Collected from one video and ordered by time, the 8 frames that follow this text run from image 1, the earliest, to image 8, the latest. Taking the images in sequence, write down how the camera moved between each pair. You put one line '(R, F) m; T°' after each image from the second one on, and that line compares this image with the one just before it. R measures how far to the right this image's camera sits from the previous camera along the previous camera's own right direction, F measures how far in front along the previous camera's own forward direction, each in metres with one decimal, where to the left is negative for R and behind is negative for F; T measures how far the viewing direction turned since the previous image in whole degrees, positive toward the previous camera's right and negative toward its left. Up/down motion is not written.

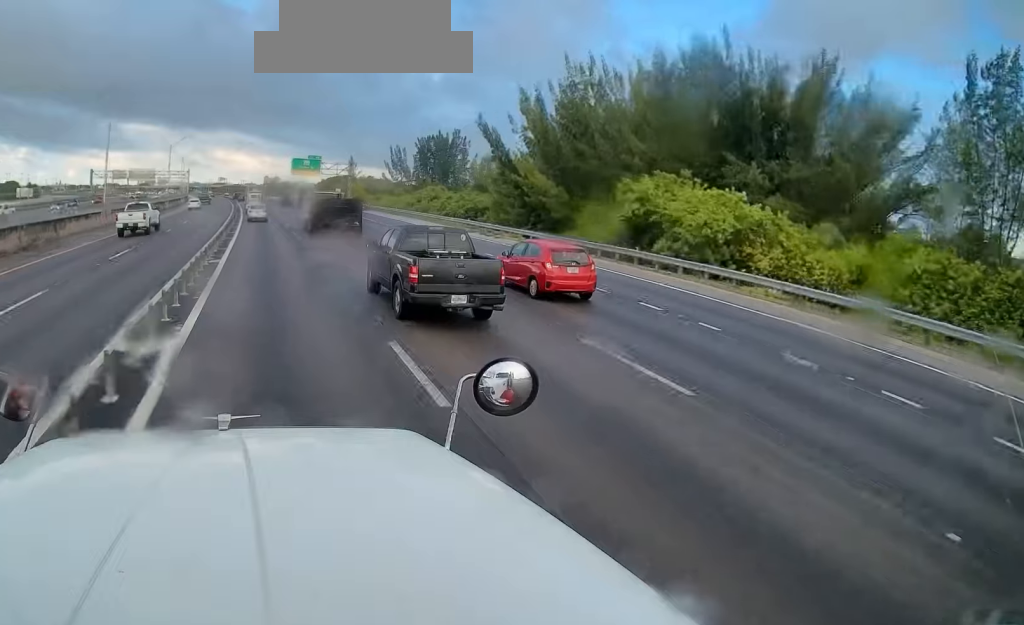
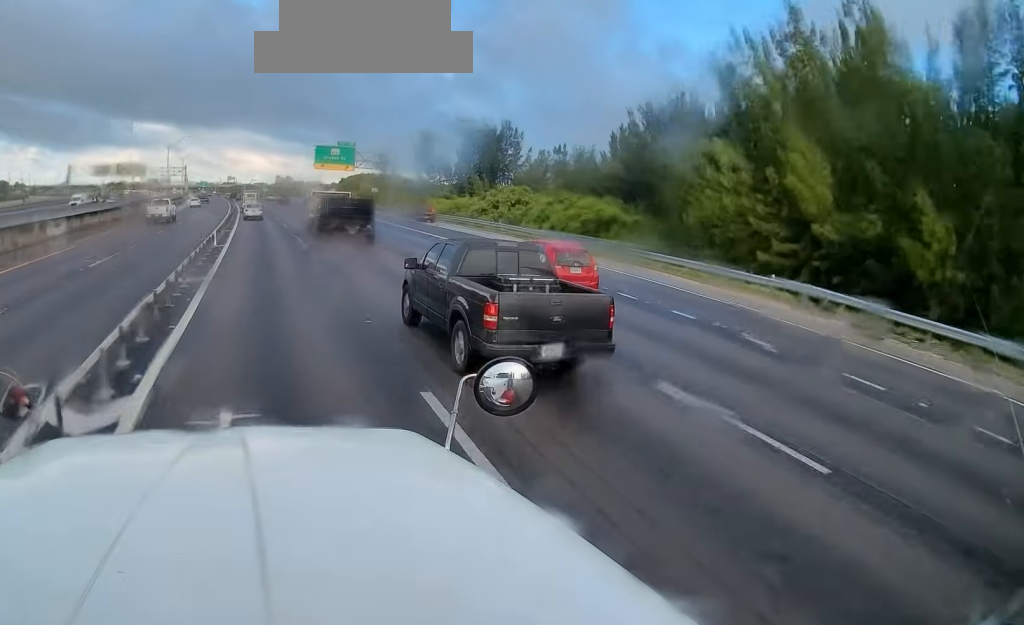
(-0.1, +39.5) m; -1°
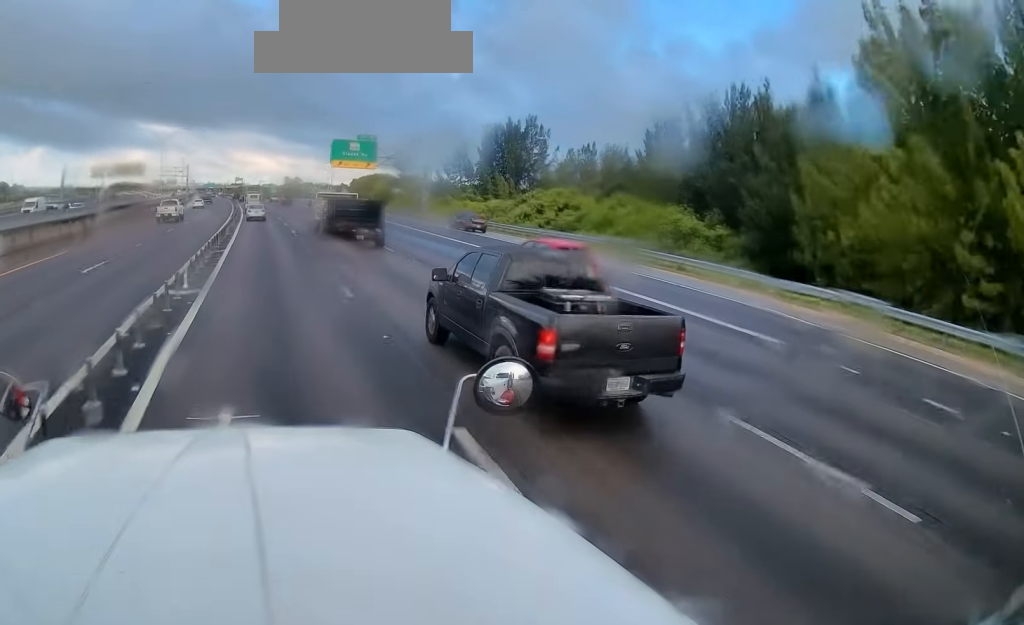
(-0.1, +13.6) m; 0°
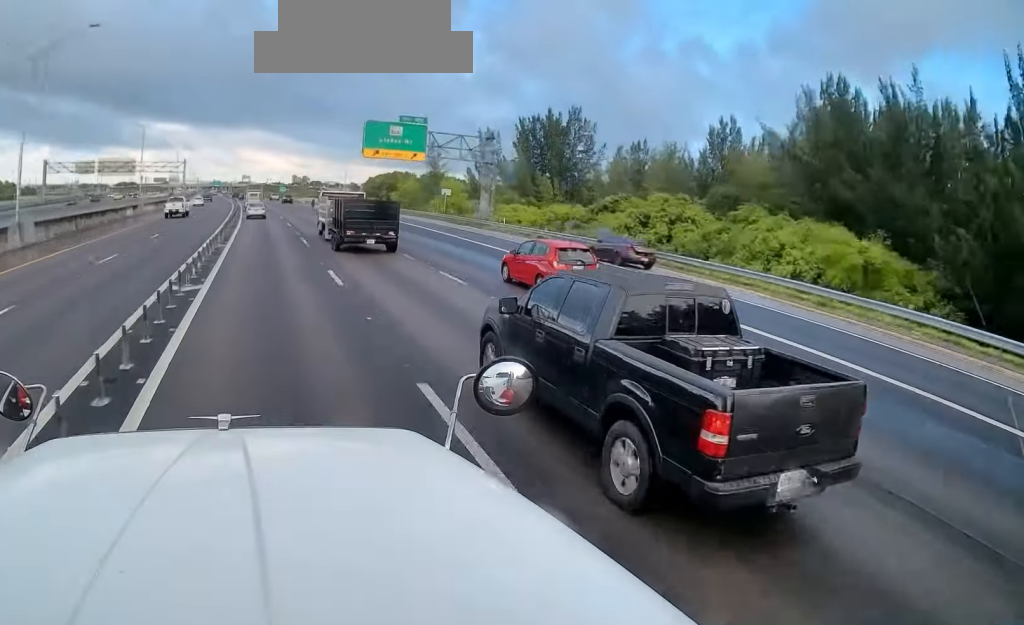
(-0.2, +21.8) m; -1°
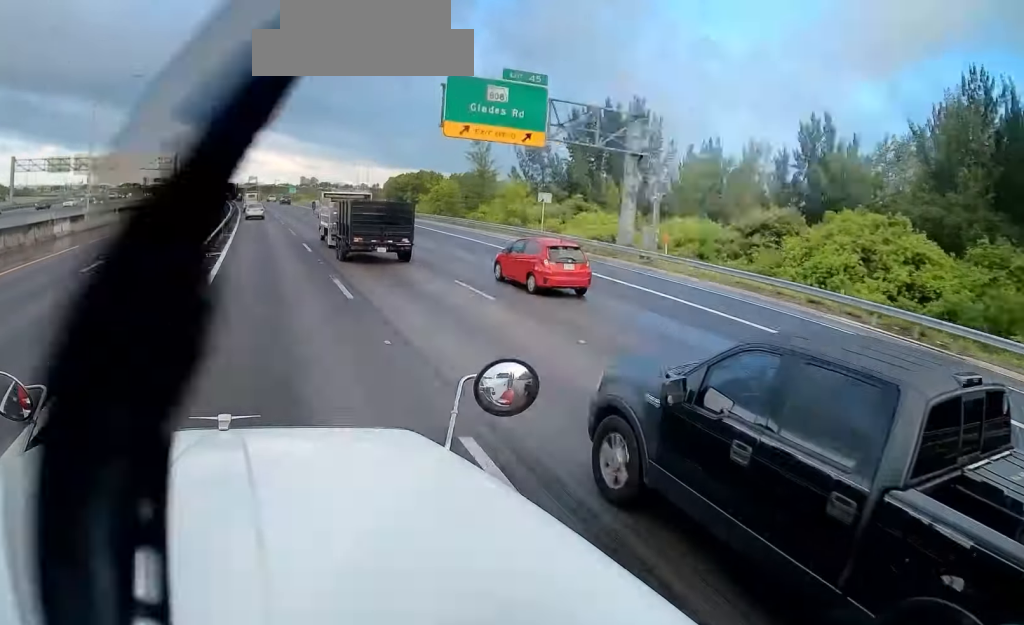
(-0.1, +27.4) m; -1°
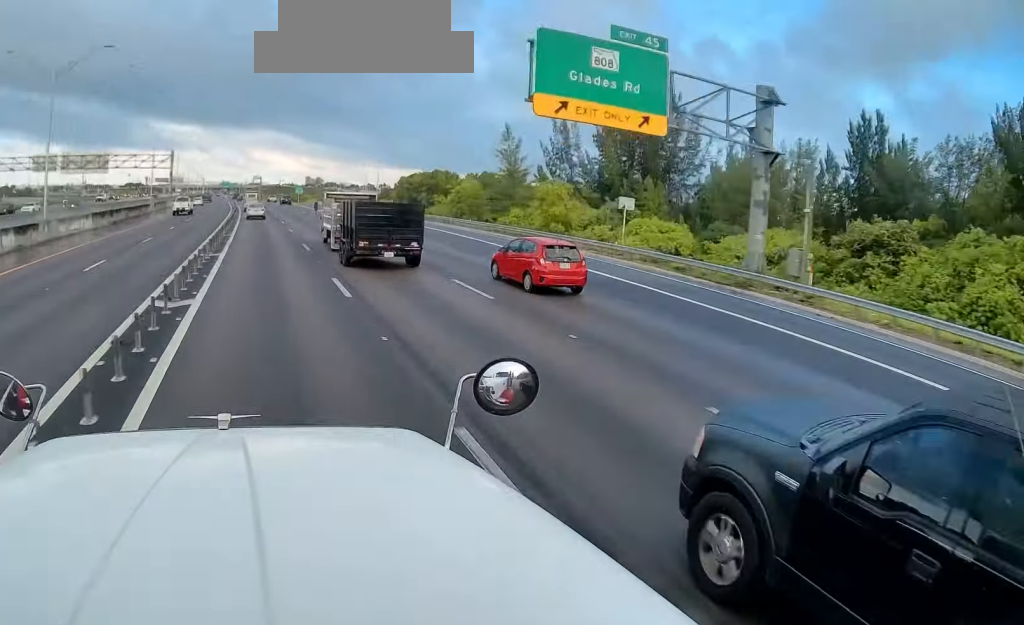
(-0.2, +11.9) m; 0°
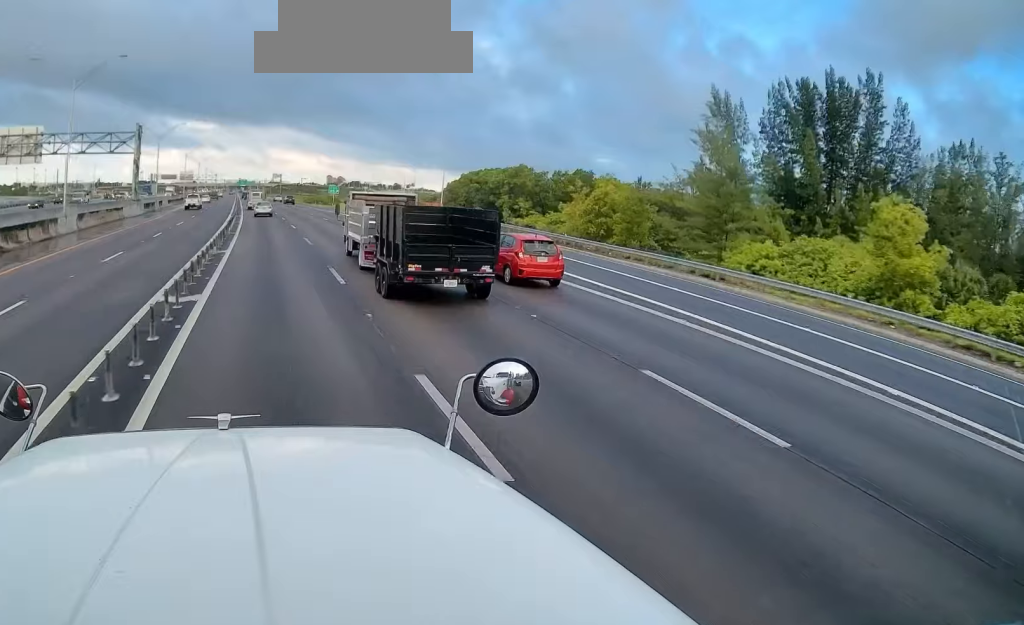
(-0.4, +47.0) m; -1°
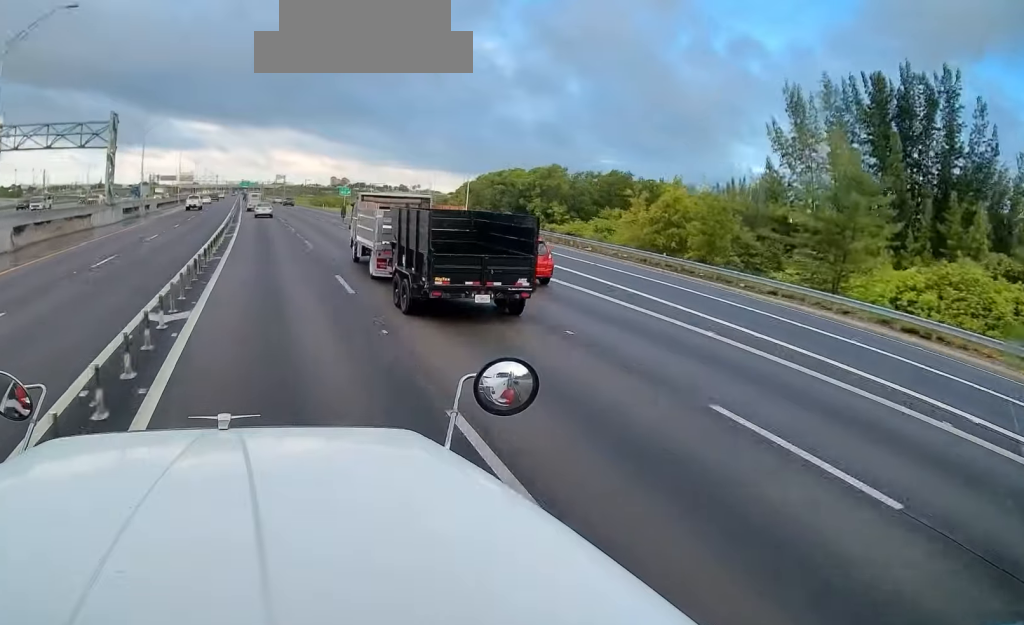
(0.0, +14.0) m; -1°
